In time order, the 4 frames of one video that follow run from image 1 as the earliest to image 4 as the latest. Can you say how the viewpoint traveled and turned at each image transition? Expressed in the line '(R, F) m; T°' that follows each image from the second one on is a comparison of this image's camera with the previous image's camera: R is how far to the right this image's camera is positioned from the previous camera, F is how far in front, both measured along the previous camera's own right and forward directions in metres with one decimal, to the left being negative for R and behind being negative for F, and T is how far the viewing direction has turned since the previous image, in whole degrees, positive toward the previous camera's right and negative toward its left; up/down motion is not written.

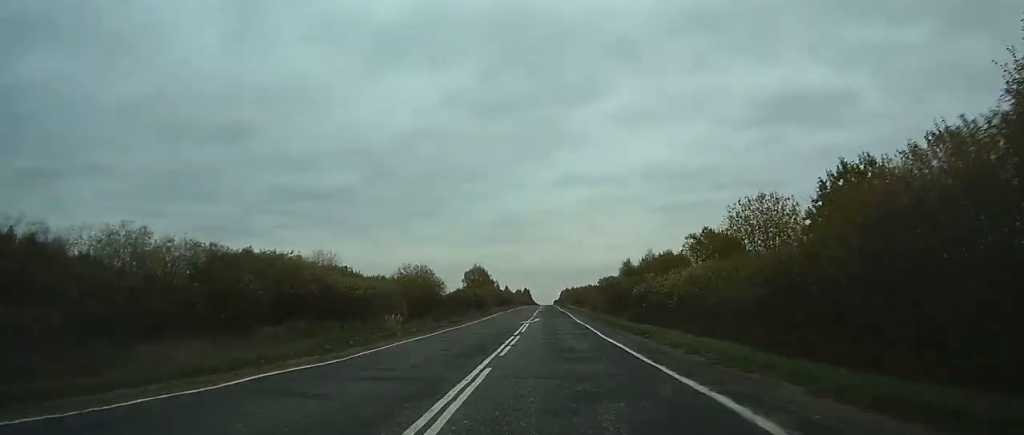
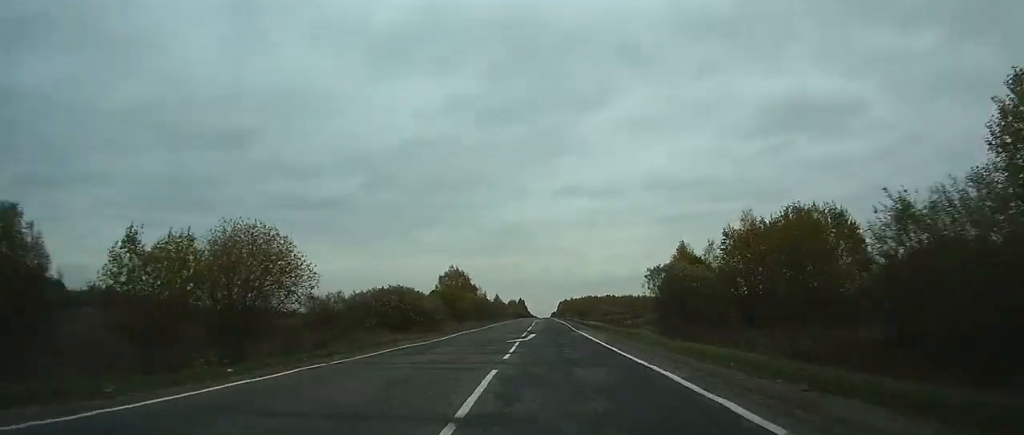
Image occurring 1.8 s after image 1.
(0.0, +46.0) m; 0°
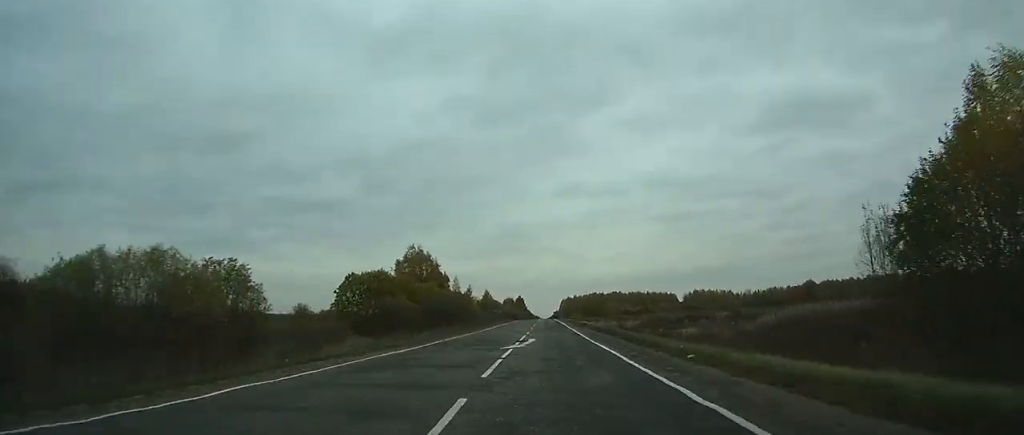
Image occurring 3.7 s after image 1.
(+0.2, +53.0) m; 0°
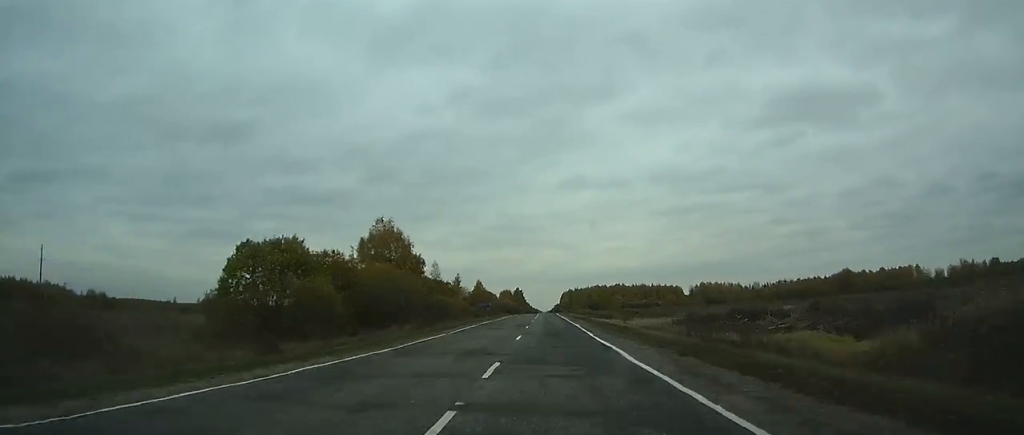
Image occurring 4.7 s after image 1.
(0.0, +25.8) m; 0°
